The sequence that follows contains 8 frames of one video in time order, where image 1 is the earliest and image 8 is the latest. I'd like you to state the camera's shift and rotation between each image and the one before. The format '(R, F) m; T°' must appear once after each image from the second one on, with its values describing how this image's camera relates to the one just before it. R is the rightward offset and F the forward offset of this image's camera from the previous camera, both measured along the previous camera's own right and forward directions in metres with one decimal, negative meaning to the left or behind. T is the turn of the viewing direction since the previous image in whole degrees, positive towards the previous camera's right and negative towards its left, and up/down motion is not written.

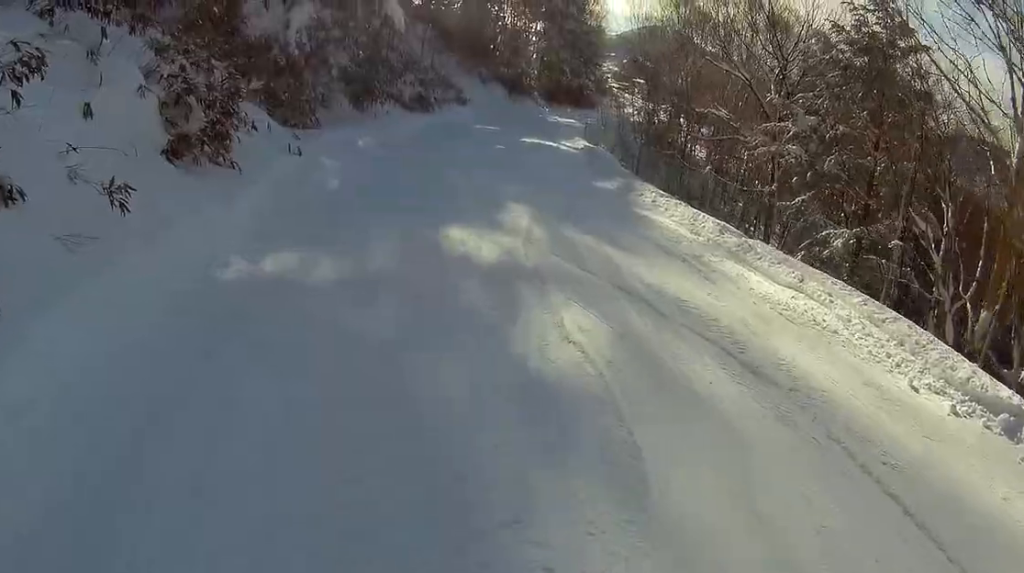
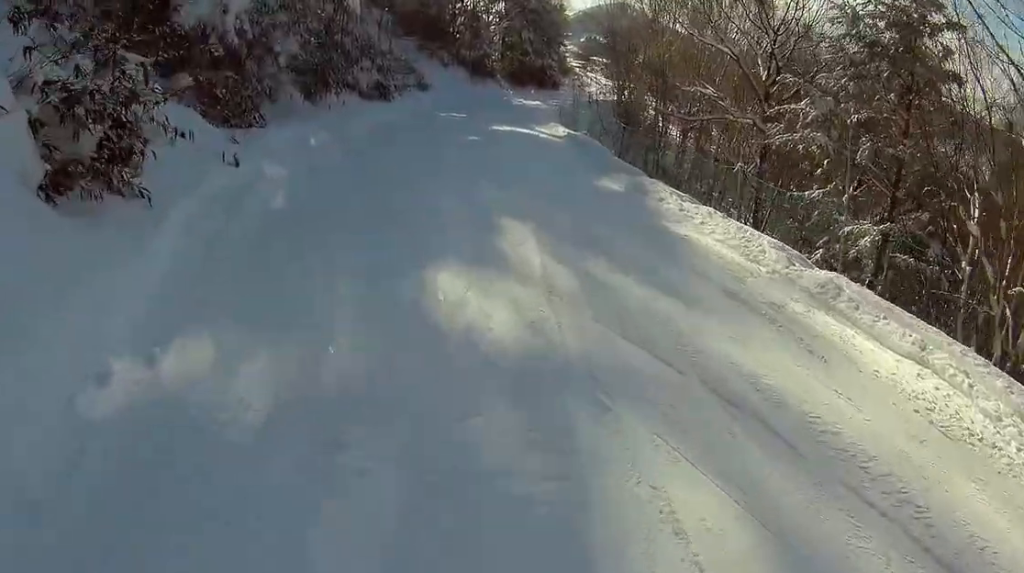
(+0.5, +3.5) m; 0°
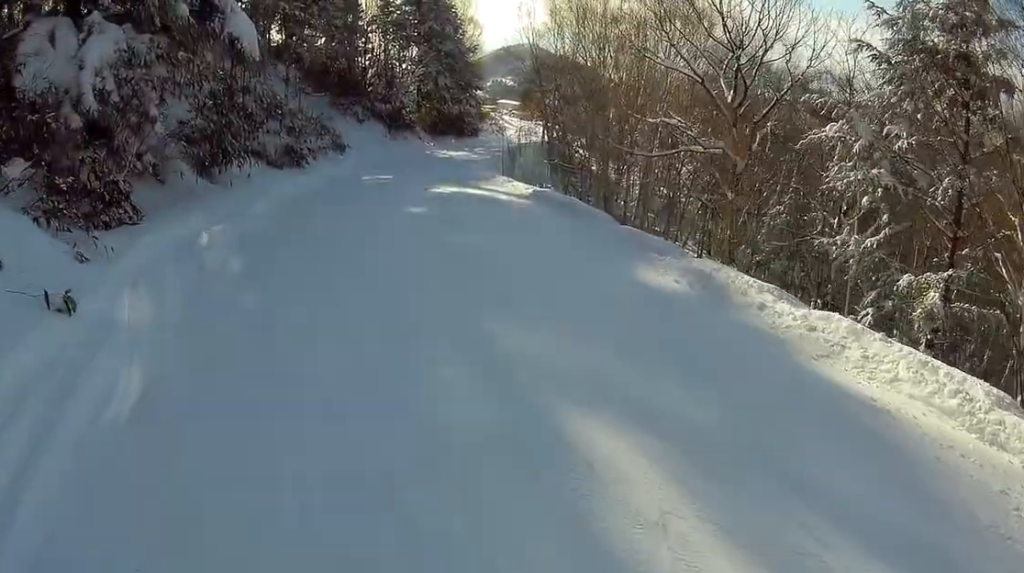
(-0.9, +5.4) m; -10°
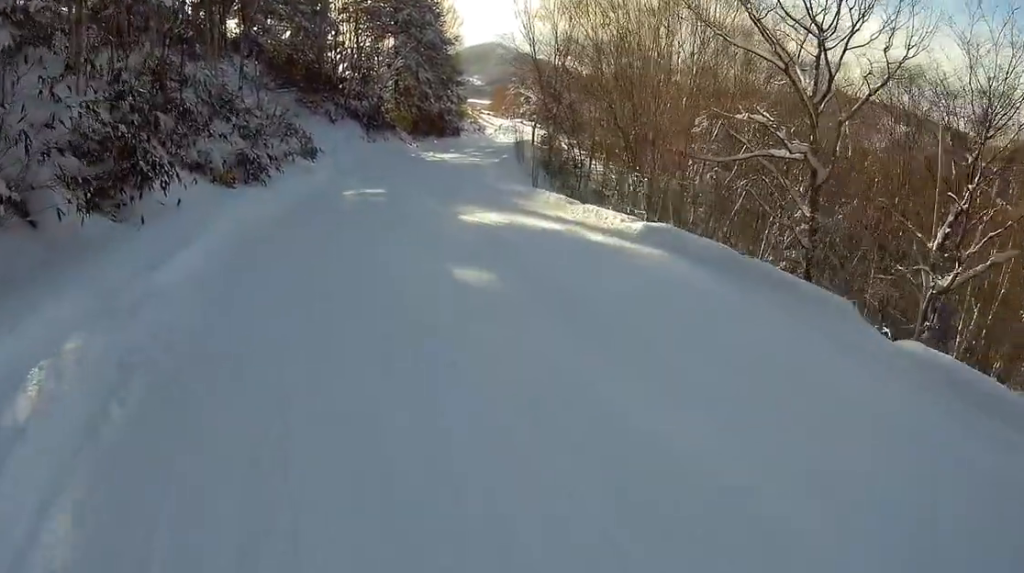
(-0.3, +7.4) m; -5°
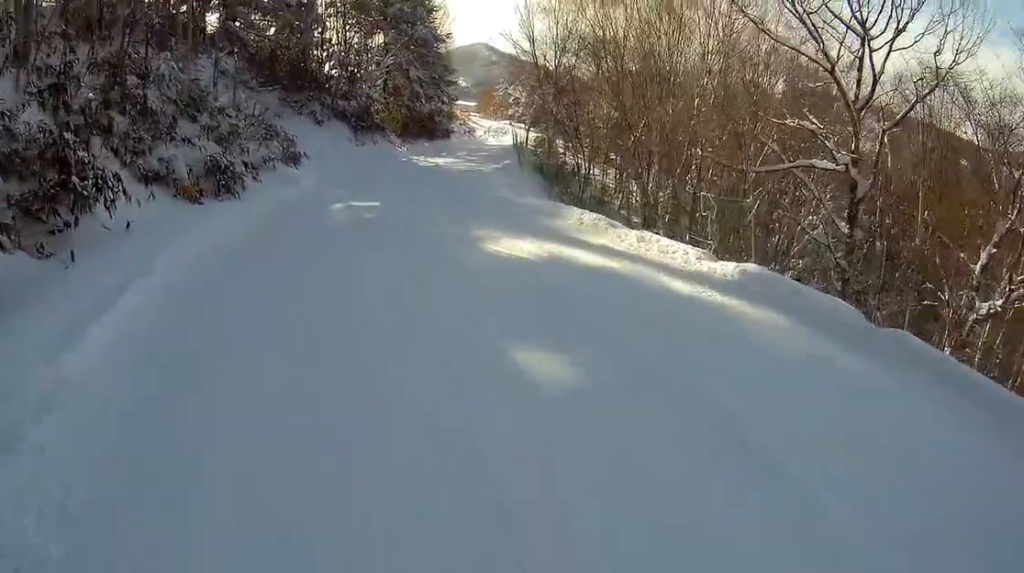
(0.0, +2.8) m; -5°
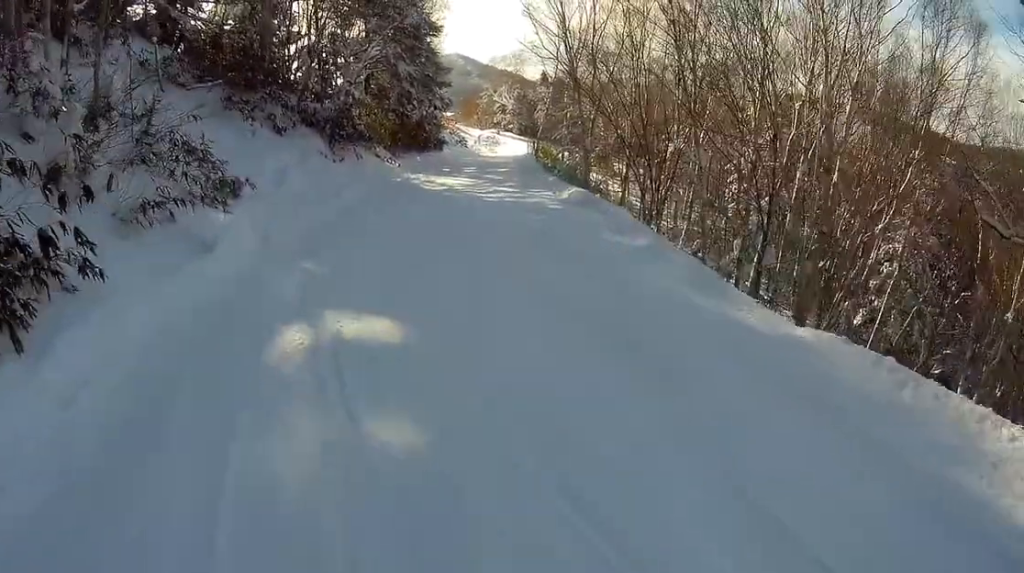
(-1.3, +10.6) m; +1°
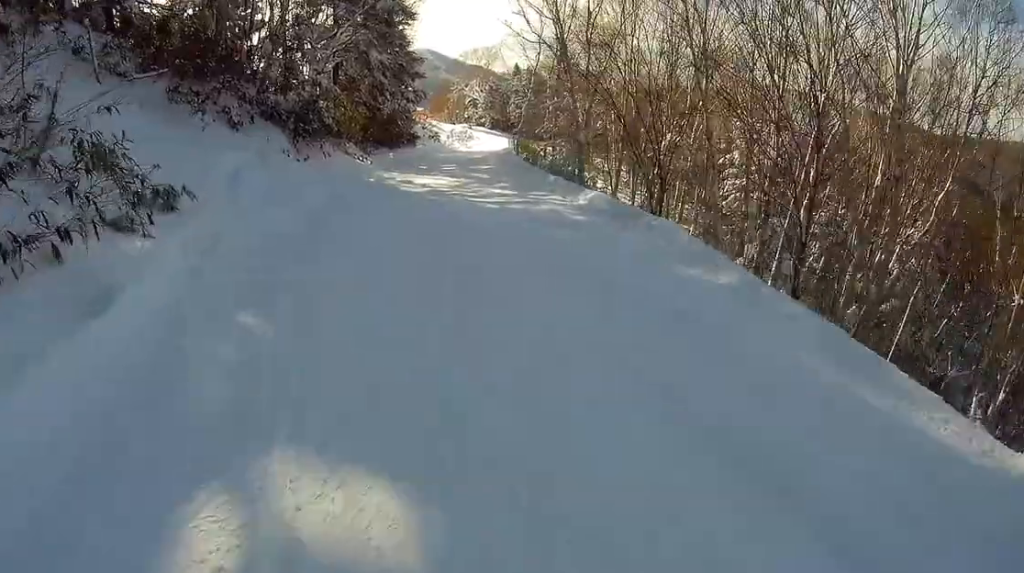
(+0.5, +3.5) m; +10°
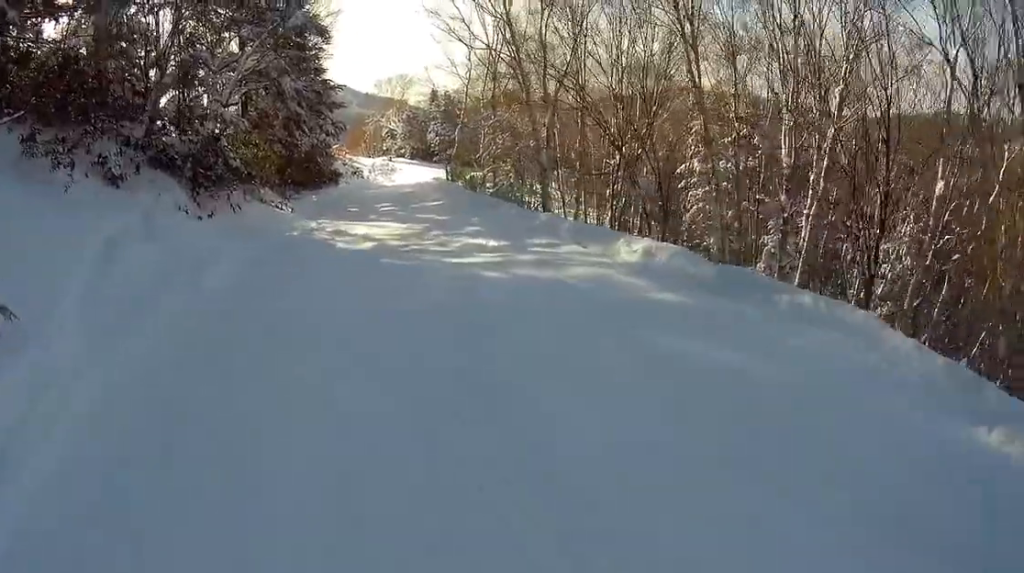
(+0.8, +5.6) m; +11°
